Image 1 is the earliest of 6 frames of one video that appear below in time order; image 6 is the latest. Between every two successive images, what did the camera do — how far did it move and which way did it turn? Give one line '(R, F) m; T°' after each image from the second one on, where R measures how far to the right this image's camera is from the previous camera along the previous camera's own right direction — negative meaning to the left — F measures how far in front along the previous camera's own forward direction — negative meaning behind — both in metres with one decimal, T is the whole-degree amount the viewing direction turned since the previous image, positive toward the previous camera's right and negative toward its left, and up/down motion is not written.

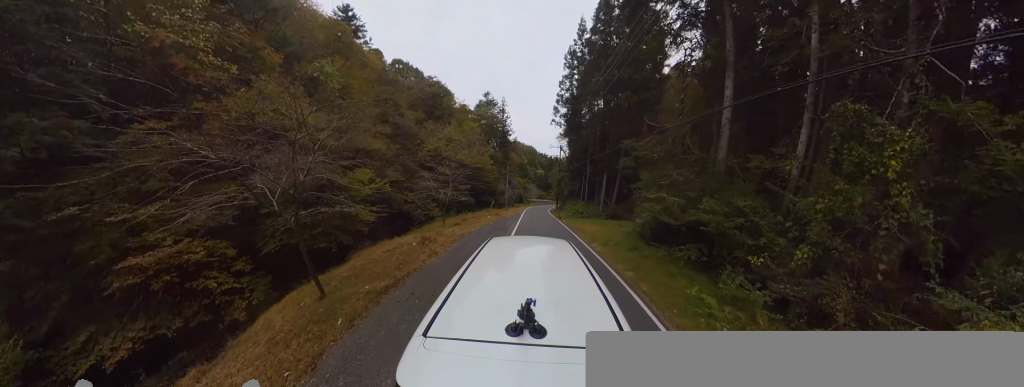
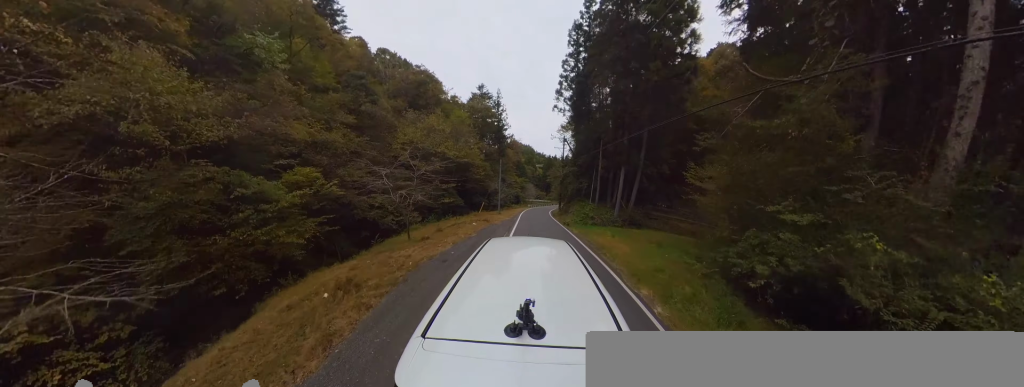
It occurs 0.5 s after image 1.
(+0.1, +5.1) m; +4°
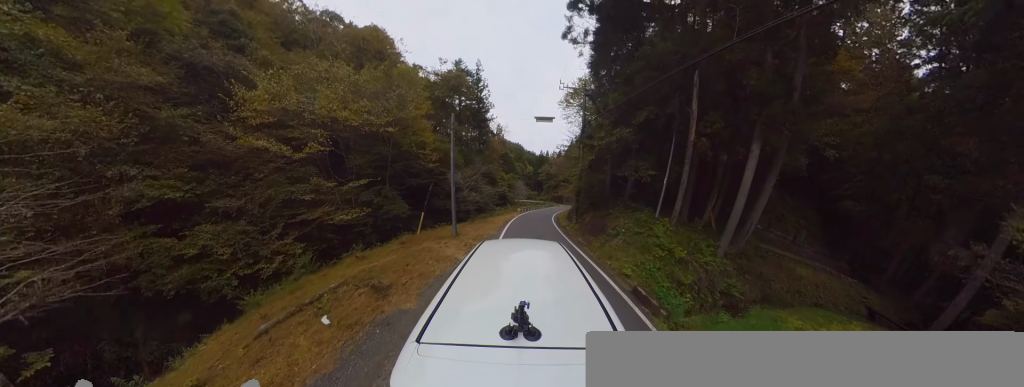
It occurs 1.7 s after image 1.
(+1.2, +13.2) m; +13°
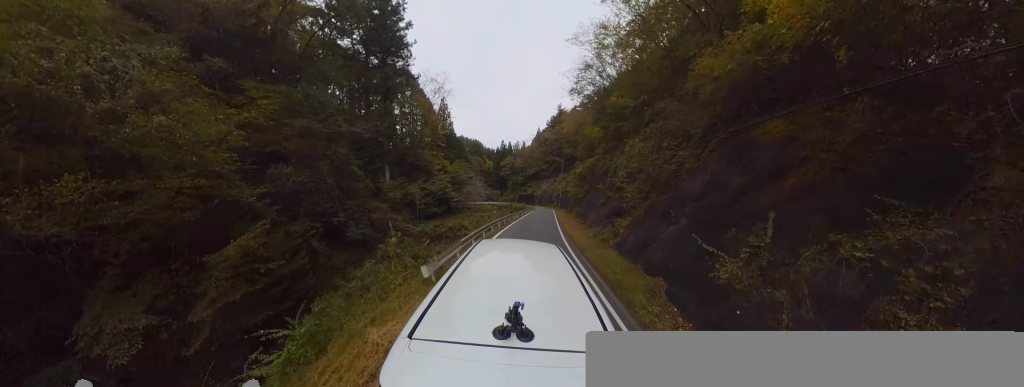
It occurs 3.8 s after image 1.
(+3.6, +23.0) m; +11°
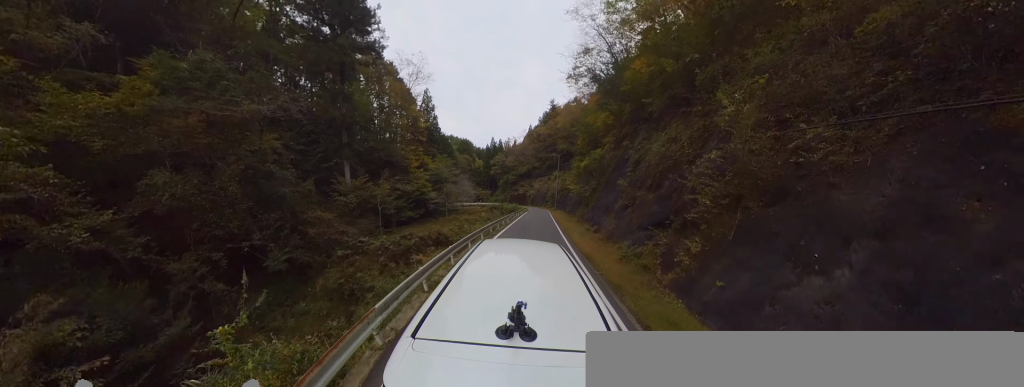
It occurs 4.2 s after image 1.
(0.0, +4.6) m; 0°
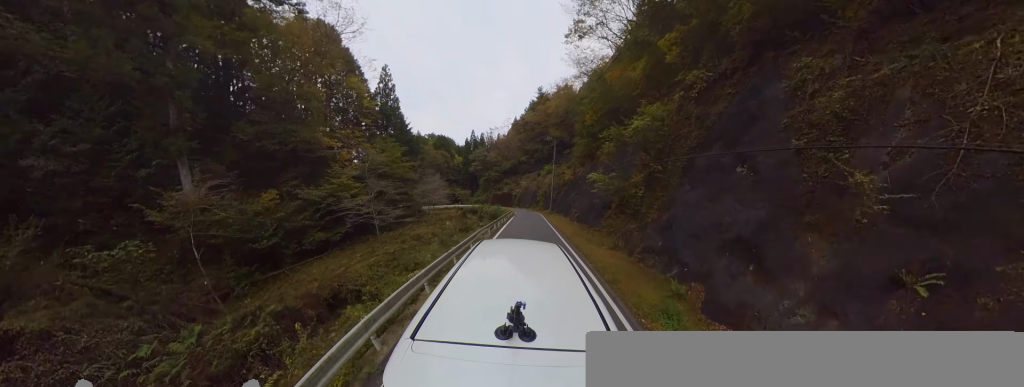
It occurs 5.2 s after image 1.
(0.0, +9.4) m; 0°
